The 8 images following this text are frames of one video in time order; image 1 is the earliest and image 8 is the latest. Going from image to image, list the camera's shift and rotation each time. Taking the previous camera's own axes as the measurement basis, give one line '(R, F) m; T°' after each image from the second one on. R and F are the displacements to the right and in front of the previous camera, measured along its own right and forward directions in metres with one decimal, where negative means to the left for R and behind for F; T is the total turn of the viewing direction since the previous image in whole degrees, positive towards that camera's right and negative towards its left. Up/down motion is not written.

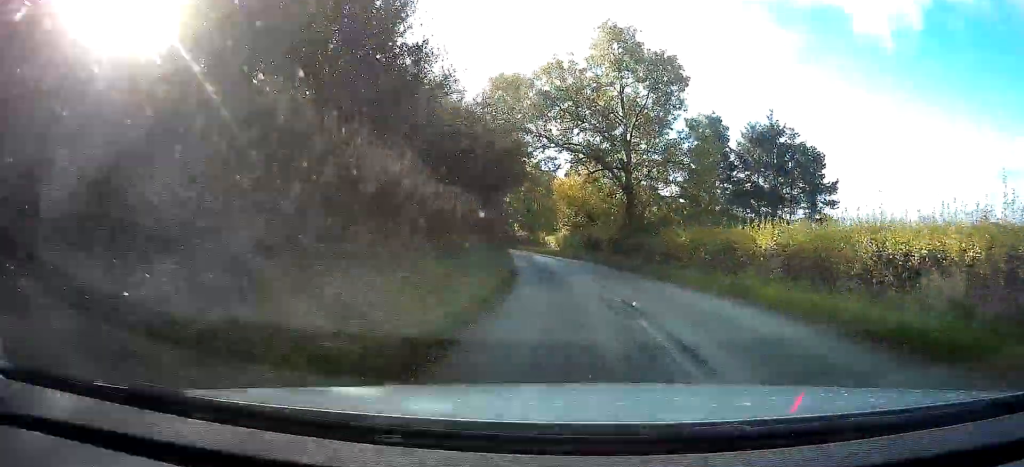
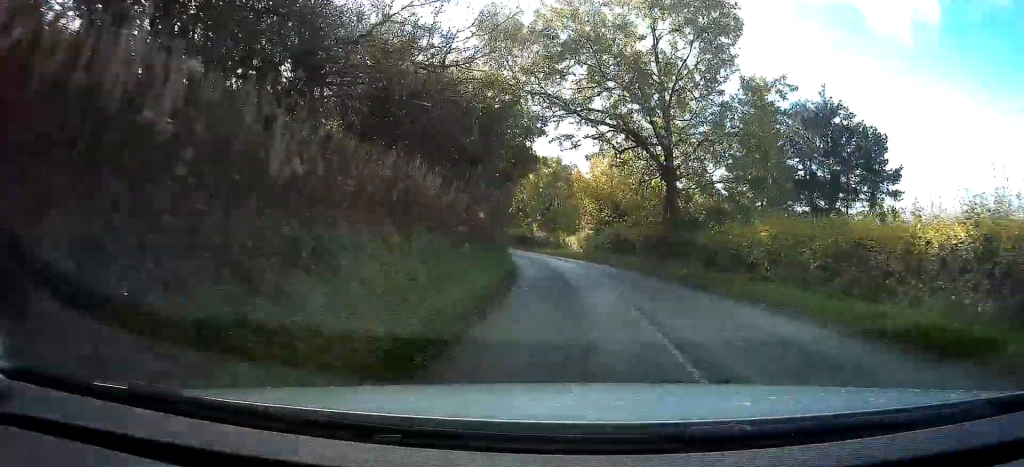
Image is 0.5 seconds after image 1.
(-0.1, +7.4) m; -3°
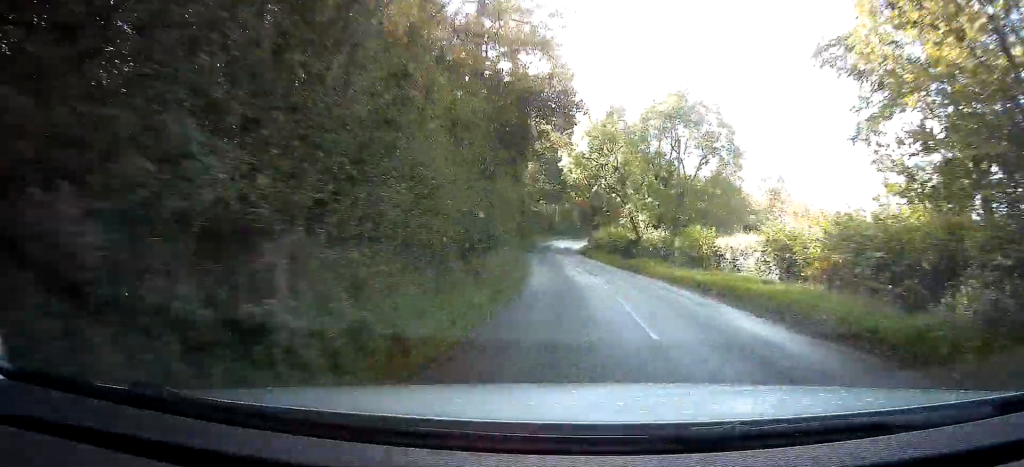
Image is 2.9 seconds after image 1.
(-3.7, +32.0) m; -11°
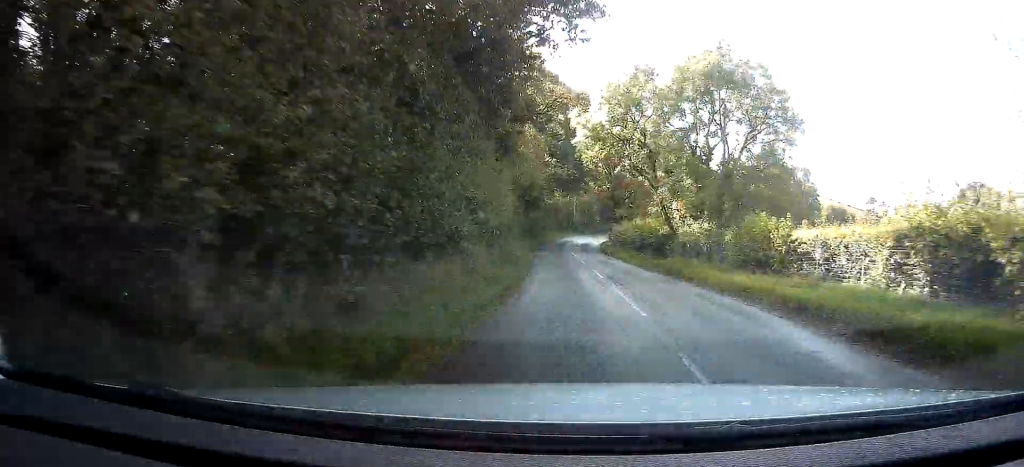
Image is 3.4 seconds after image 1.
(0.0, +6.8) m; -1°
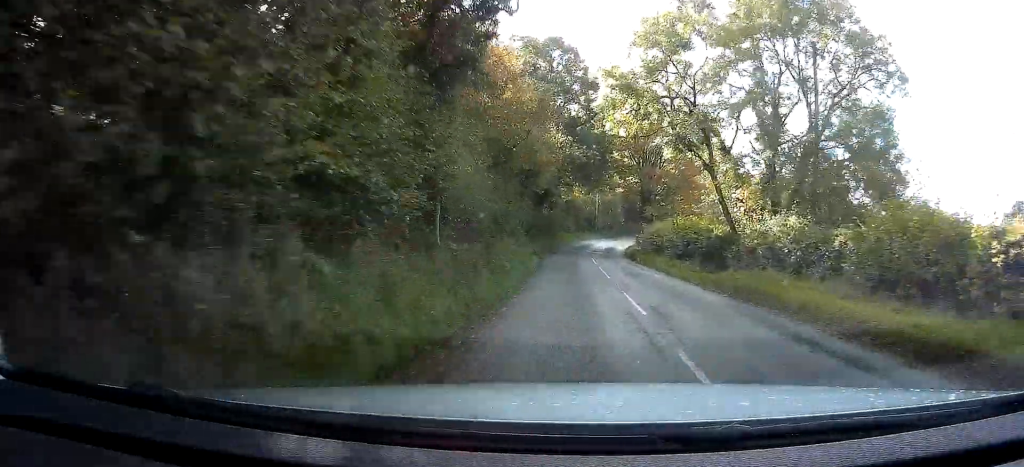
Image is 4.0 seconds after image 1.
(-0.2, +8.2) m; -2°
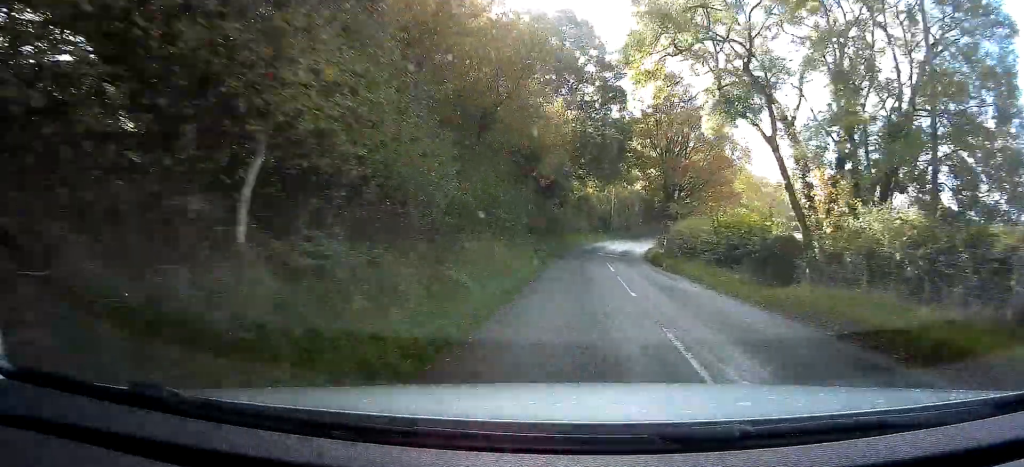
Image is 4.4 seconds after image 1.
(0.0, +5.5) m; -1°
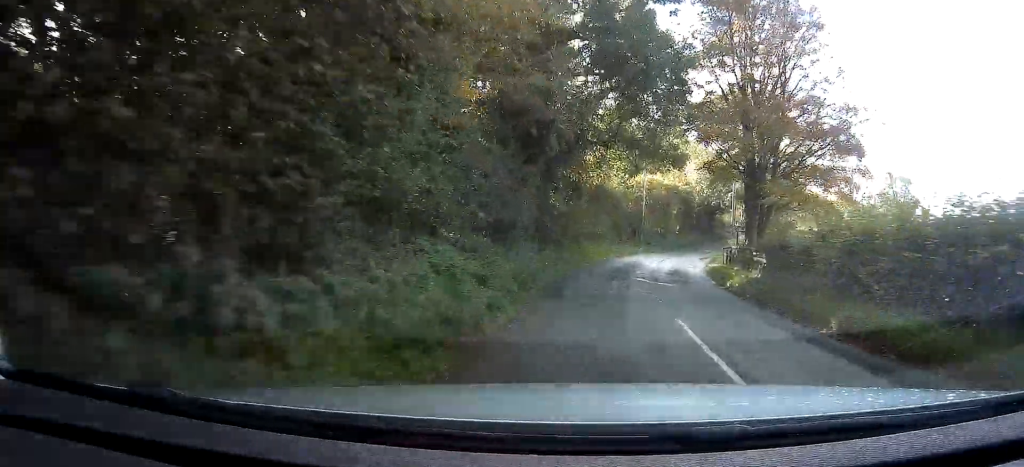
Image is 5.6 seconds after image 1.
(-0.5, +17.5) m; -2°
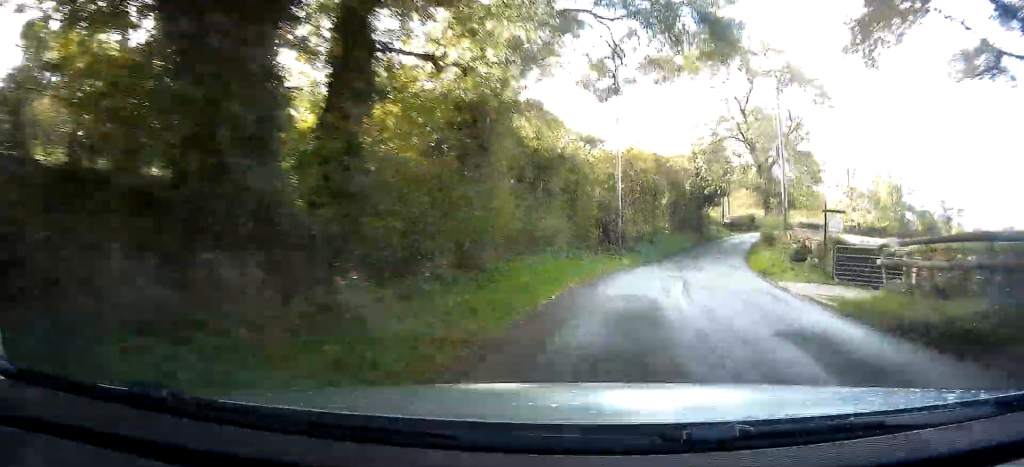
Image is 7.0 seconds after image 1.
(+0.1, +19.8) m; +2°
